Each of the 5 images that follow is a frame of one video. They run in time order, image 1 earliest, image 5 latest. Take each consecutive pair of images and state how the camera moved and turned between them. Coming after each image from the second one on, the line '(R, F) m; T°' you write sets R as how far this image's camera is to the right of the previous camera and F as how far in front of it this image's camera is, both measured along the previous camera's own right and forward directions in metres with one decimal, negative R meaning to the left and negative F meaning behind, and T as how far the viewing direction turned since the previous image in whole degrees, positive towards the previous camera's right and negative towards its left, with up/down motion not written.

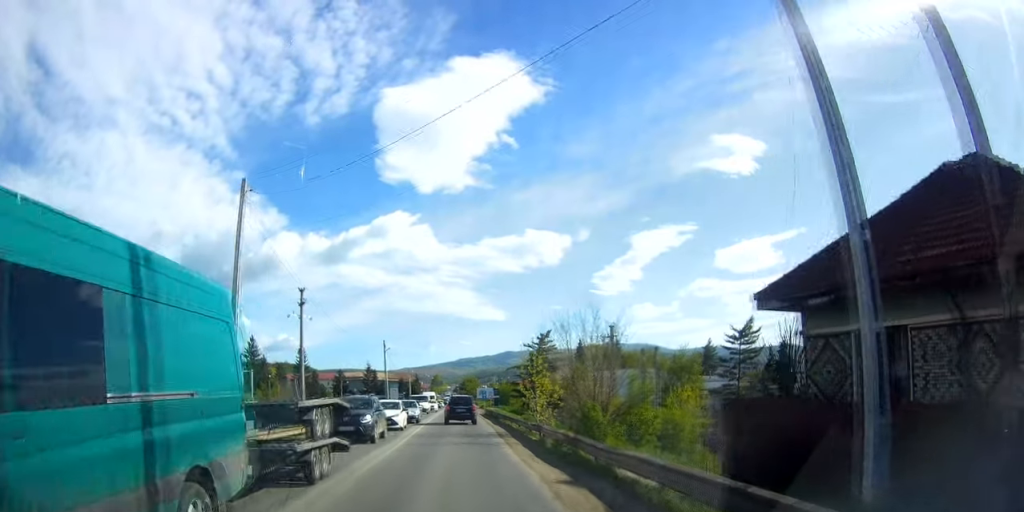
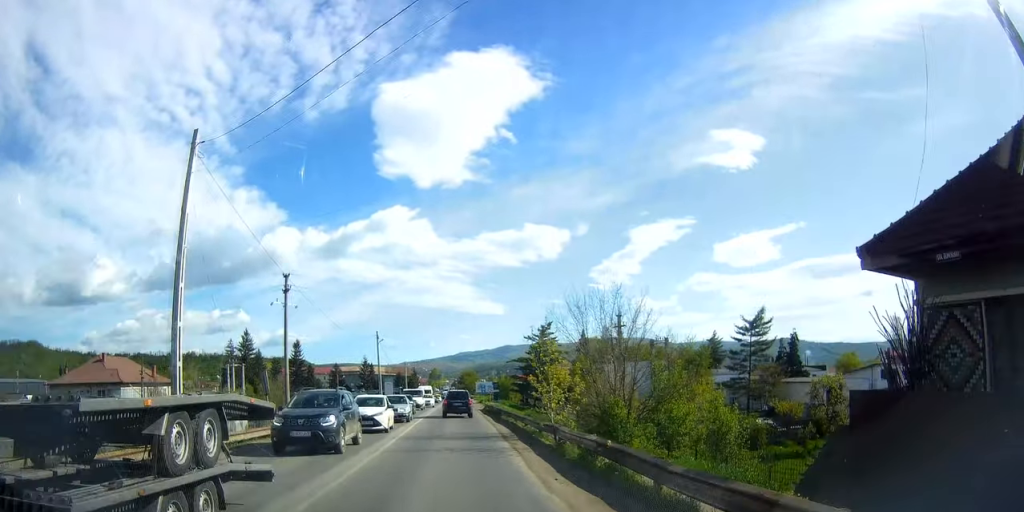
(-0.1, +2.7) m; -3°
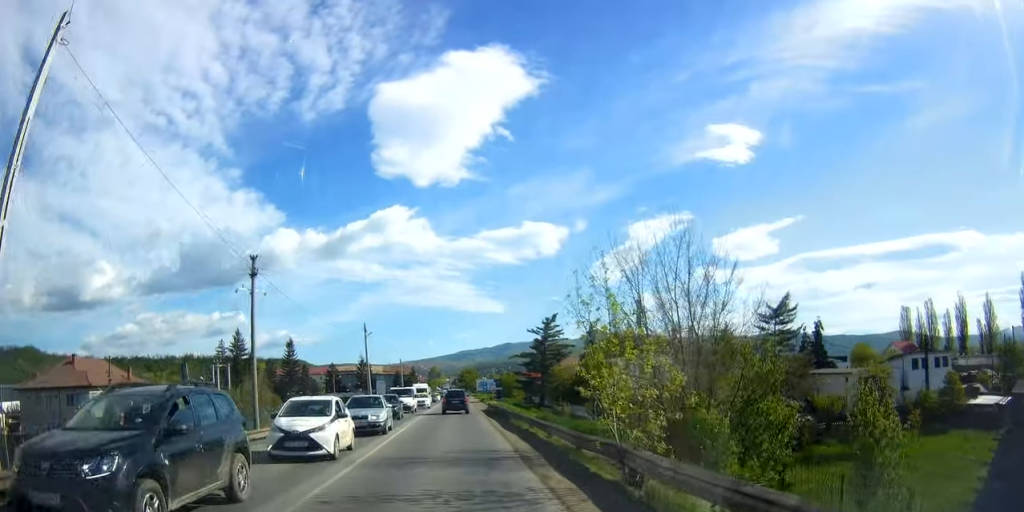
(-0.4, +5.9) m; -2°
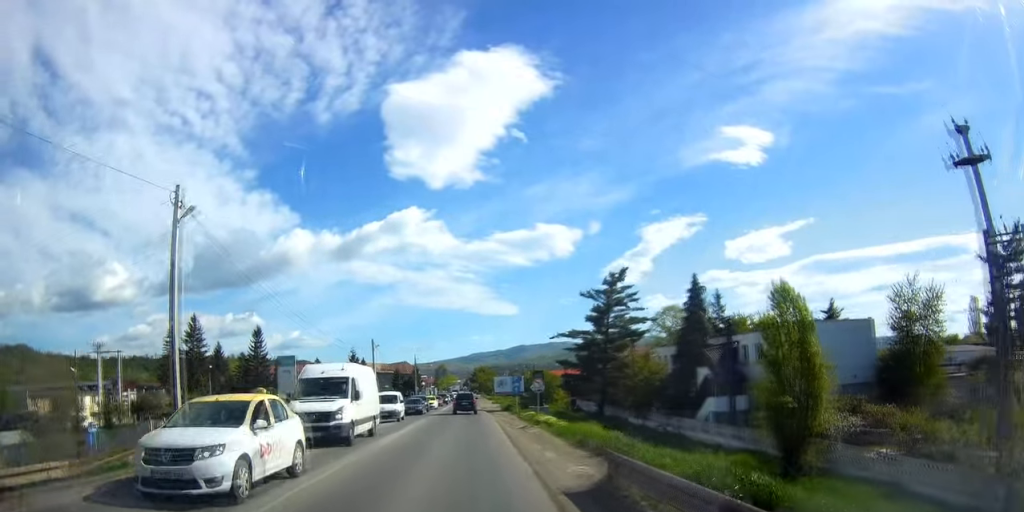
(-1.2, +33.6) m; -3°
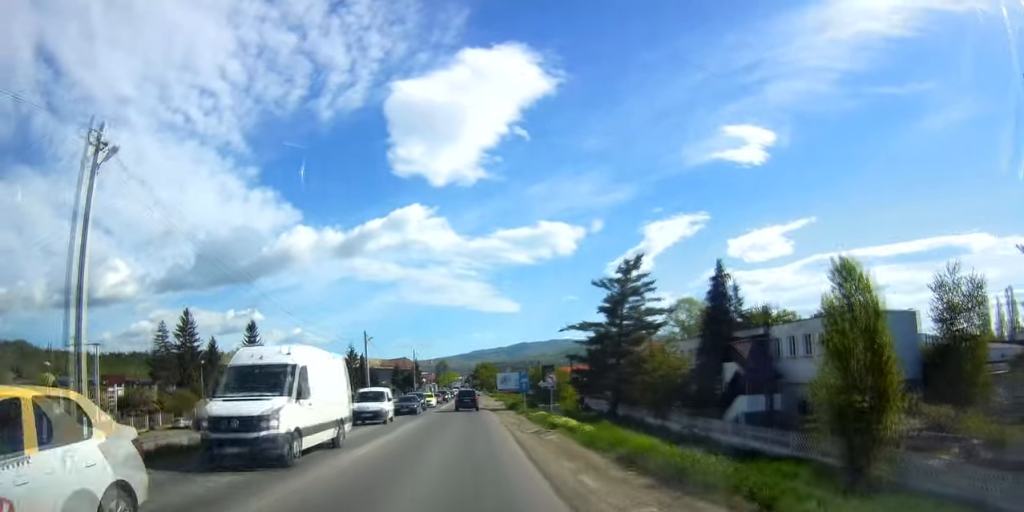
(-0.1, +4.7) m; +1°
